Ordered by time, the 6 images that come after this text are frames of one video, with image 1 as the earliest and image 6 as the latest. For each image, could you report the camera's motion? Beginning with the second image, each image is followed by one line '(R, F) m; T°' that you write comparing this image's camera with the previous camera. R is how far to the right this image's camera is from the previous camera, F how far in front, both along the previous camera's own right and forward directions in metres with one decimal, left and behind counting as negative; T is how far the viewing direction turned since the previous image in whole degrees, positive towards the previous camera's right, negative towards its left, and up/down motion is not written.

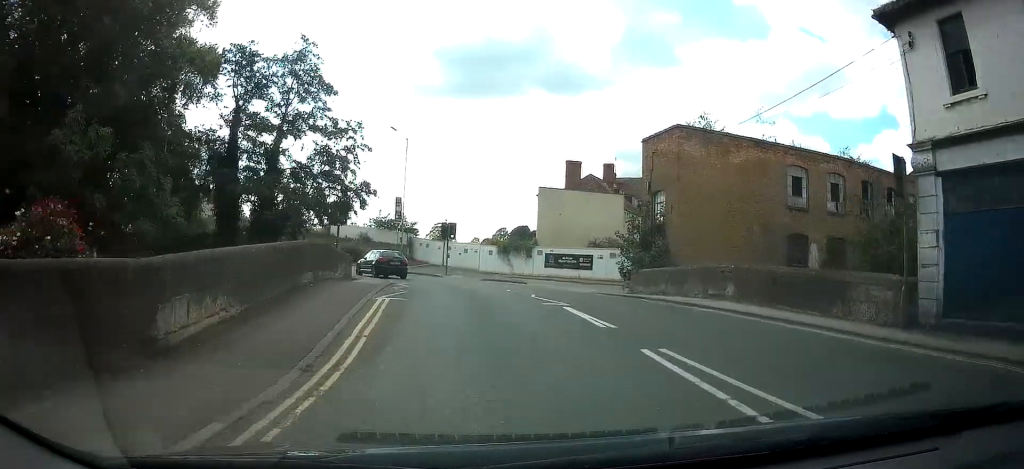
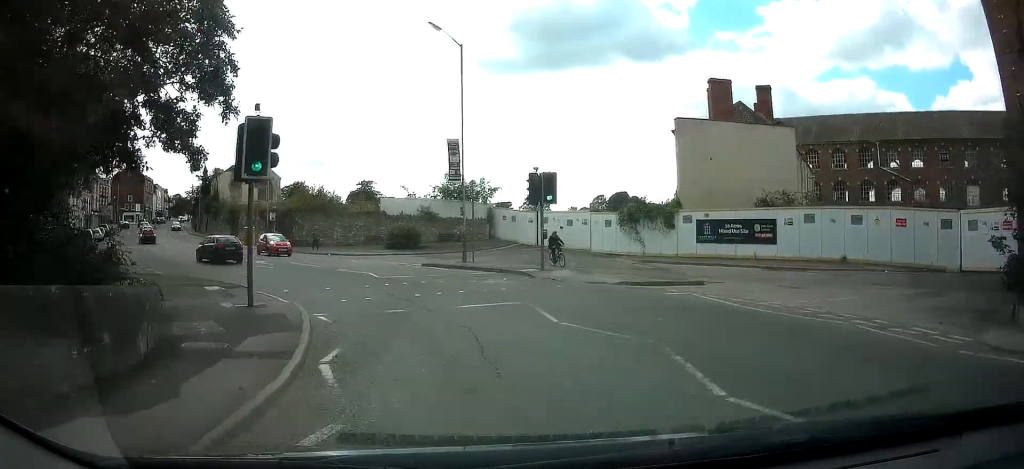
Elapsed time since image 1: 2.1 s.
(-2.9, +17.2) m; -11°
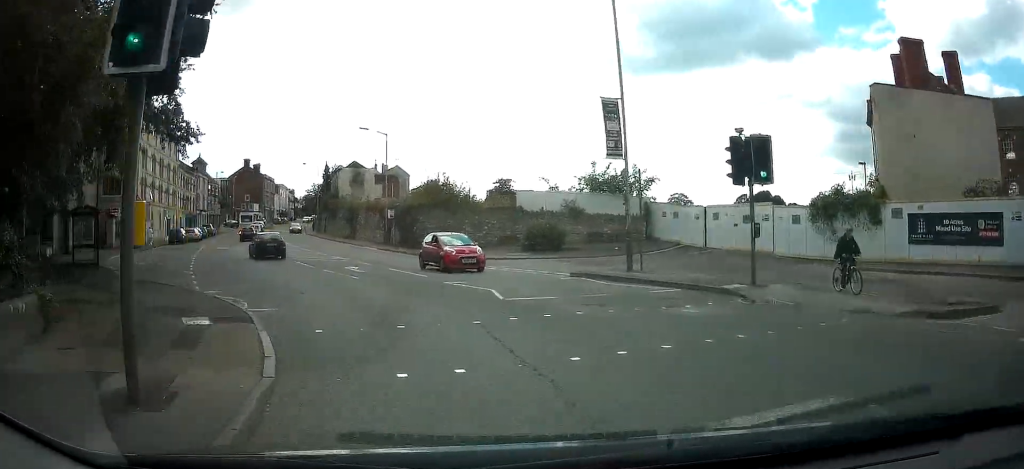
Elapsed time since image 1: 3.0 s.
(0.0, +7.4) m; 0°
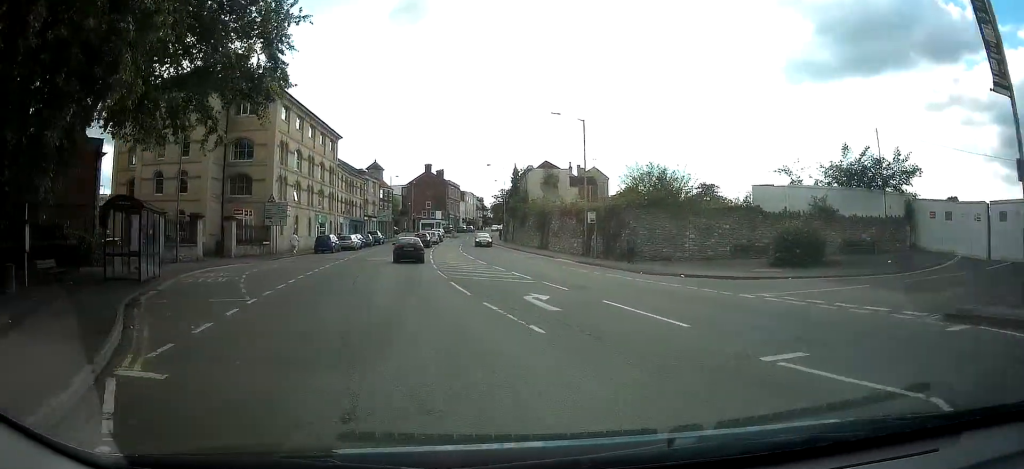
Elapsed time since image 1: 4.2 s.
(0.0, +9.2) m; 0°
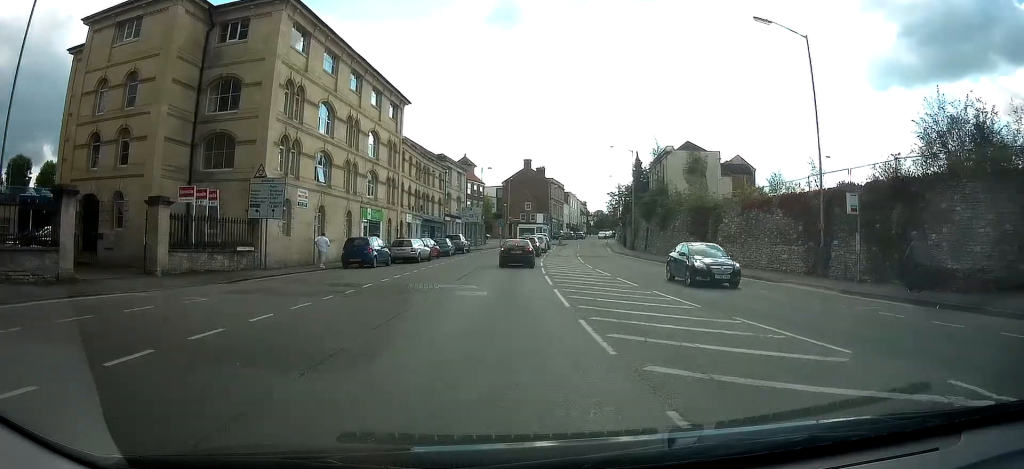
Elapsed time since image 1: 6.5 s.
(0.0, +16.3) m; 0°
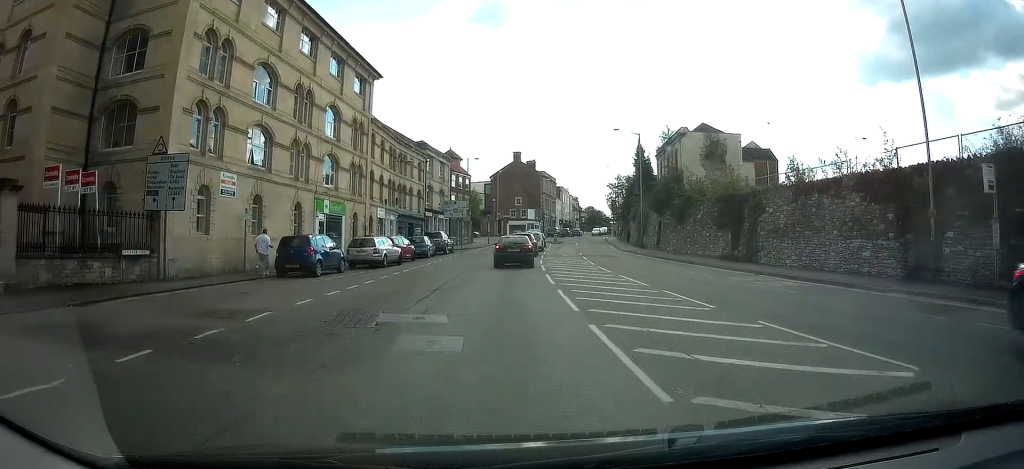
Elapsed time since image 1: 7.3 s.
(0.0, +6.1) m; 0°
